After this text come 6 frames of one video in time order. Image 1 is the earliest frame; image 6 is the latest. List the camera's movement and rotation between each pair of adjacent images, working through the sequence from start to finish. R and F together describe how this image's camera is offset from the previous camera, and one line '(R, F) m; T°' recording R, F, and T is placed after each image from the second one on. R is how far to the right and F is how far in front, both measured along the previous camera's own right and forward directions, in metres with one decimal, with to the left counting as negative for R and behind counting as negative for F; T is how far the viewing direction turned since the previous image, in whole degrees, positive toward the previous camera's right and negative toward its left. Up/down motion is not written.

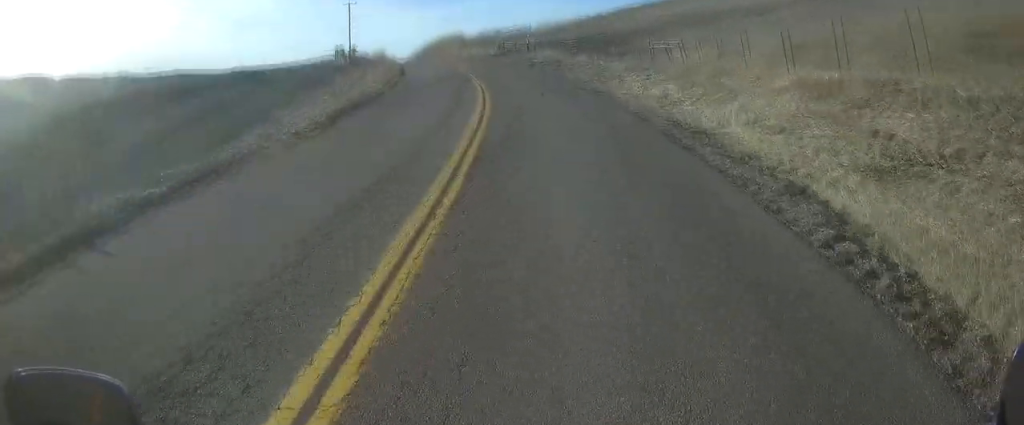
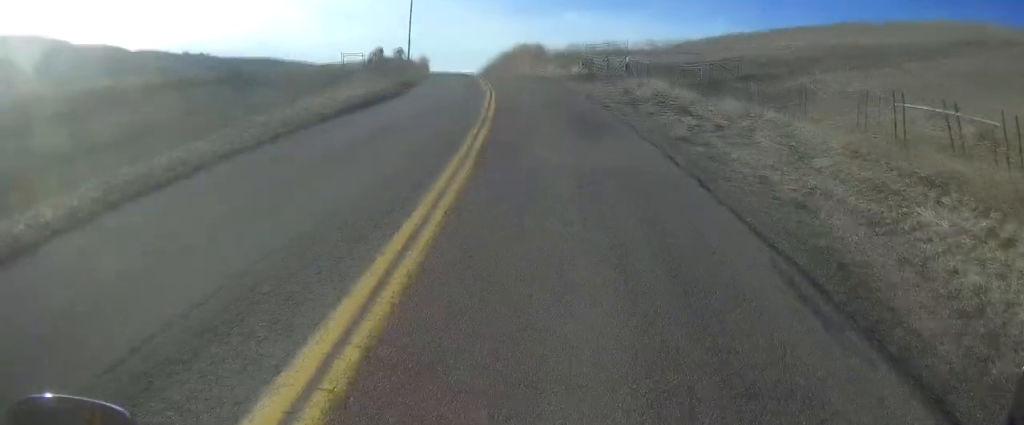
(-0.4, +19.7) m; -5°
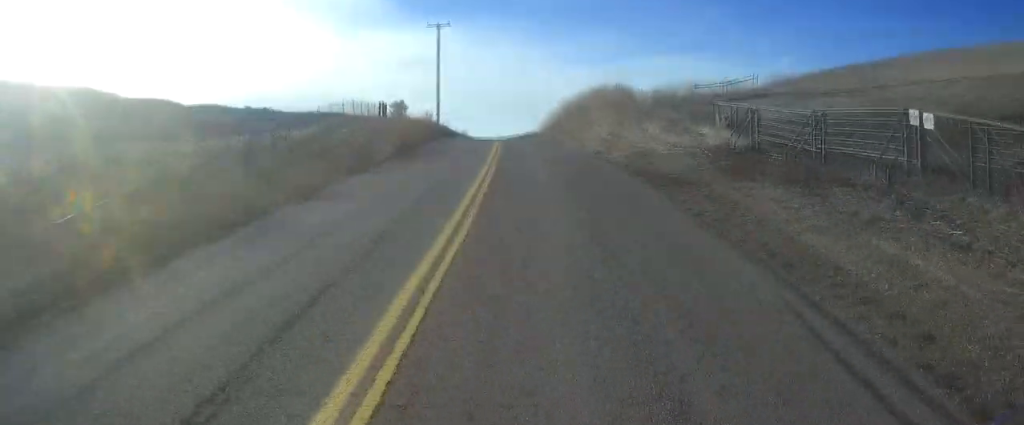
(-1.9, +27.0) m; -6°
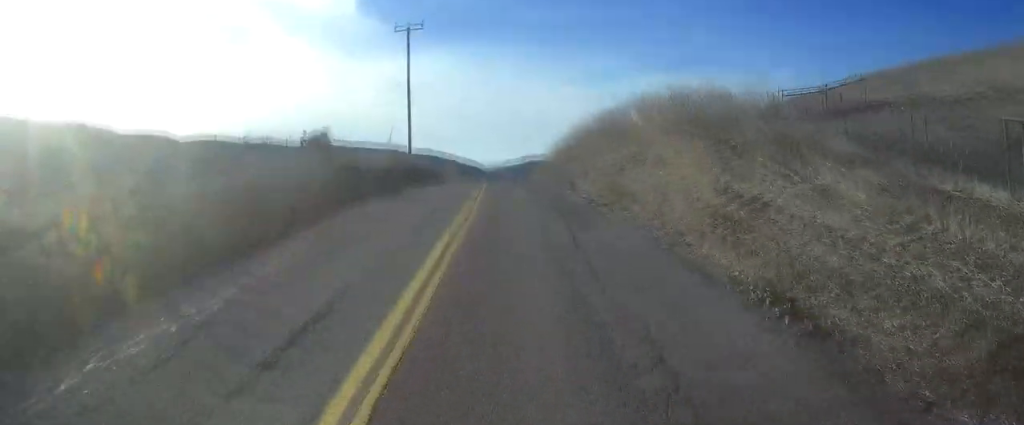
(-0.3, +17.4) m; -1°
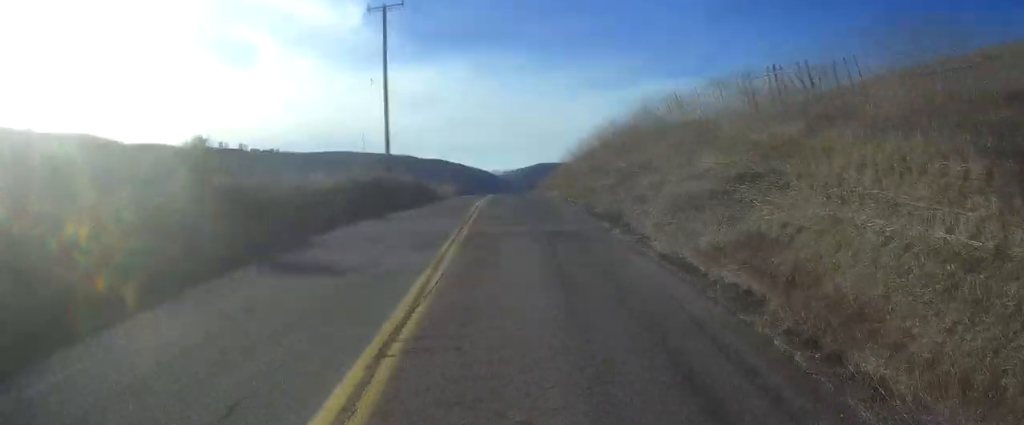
(0.0, +11.7) m; -2°
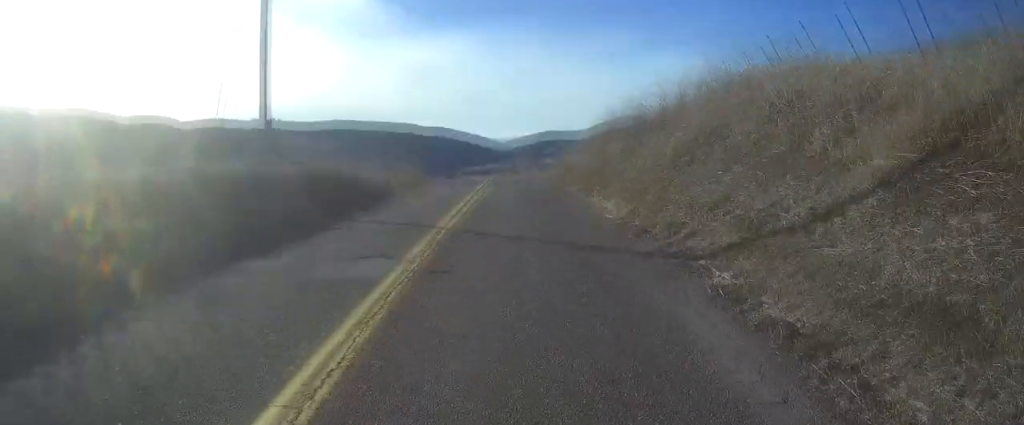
(-1.1, +20.9) m; -5°
